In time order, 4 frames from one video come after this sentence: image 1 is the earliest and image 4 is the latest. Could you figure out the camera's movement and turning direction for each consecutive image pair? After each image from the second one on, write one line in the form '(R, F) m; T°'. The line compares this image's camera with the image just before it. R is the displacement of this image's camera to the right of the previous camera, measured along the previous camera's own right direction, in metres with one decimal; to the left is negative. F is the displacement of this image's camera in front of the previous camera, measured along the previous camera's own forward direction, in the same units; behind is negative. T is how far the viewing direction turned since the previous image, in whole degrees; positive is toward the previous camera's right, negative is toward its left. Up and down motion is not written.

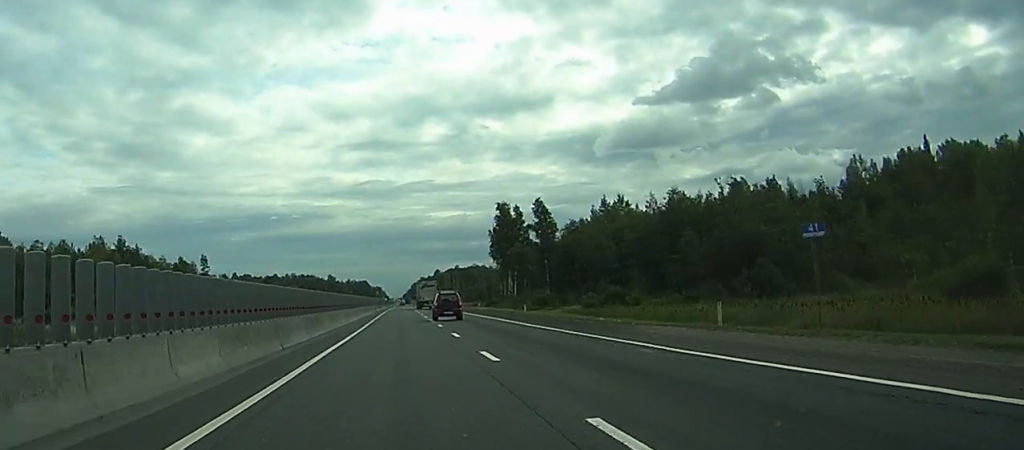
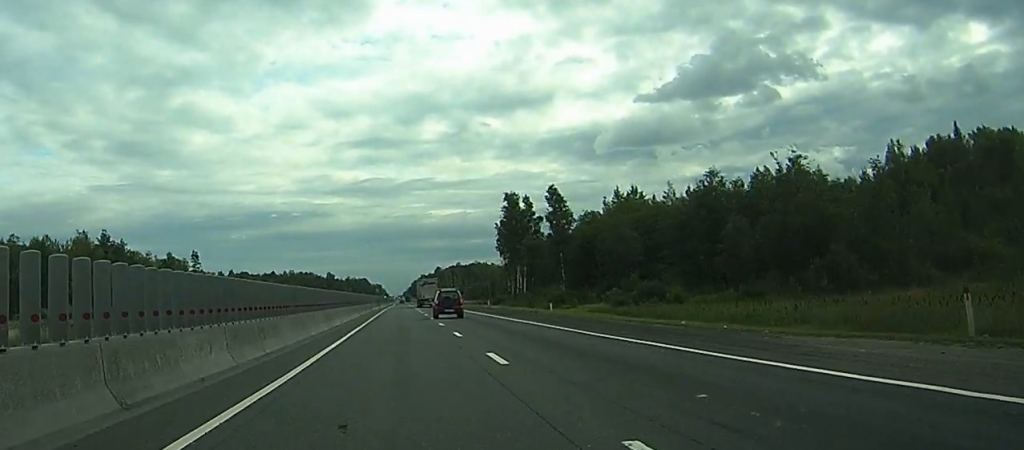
(0.0, +13.4) m; 0°
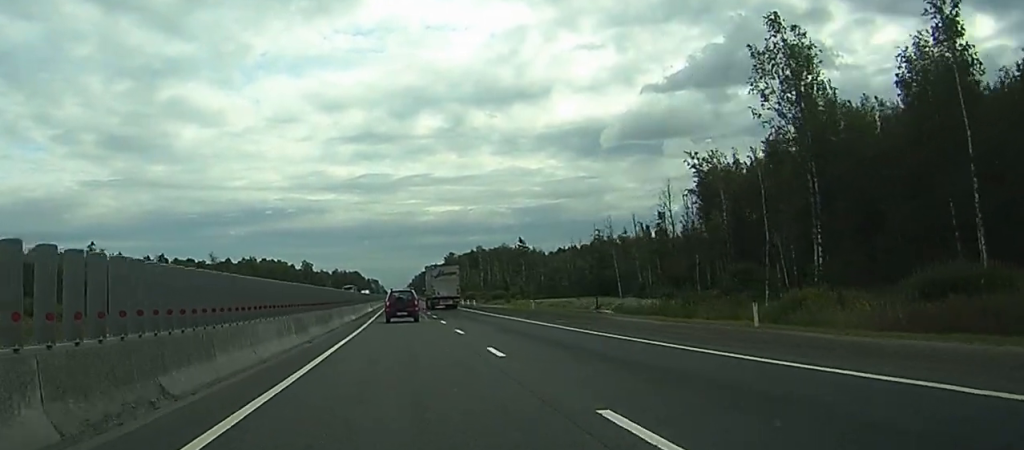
(0.0, +178.0) m; 0°
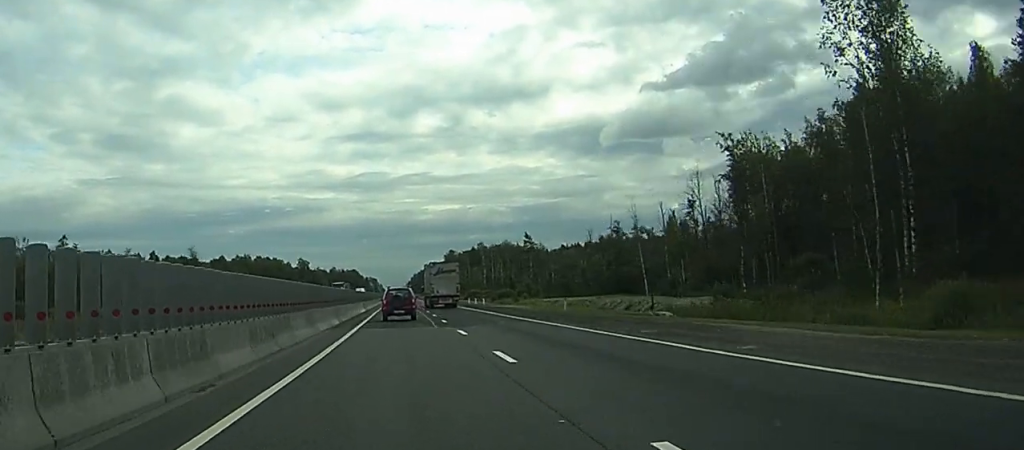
(-0.1, +14.3) m; 0°
